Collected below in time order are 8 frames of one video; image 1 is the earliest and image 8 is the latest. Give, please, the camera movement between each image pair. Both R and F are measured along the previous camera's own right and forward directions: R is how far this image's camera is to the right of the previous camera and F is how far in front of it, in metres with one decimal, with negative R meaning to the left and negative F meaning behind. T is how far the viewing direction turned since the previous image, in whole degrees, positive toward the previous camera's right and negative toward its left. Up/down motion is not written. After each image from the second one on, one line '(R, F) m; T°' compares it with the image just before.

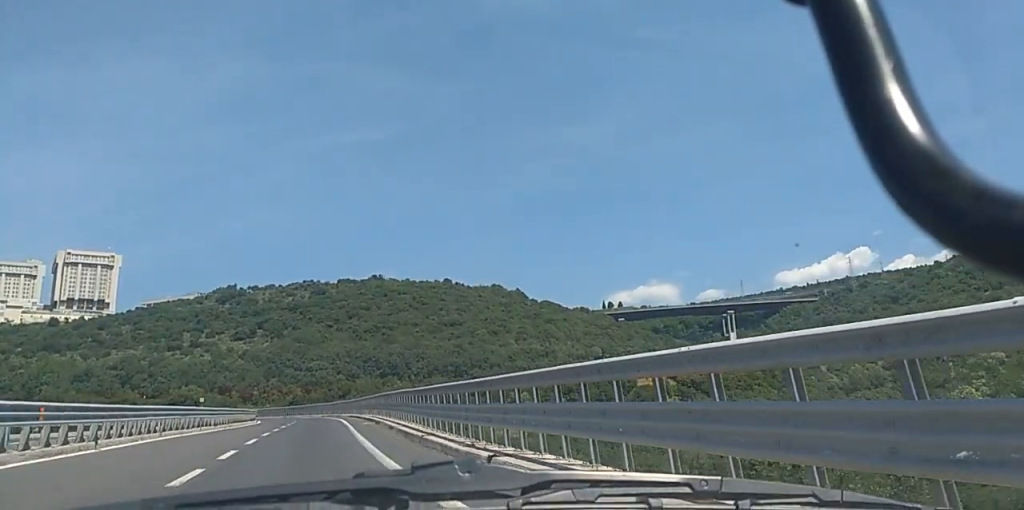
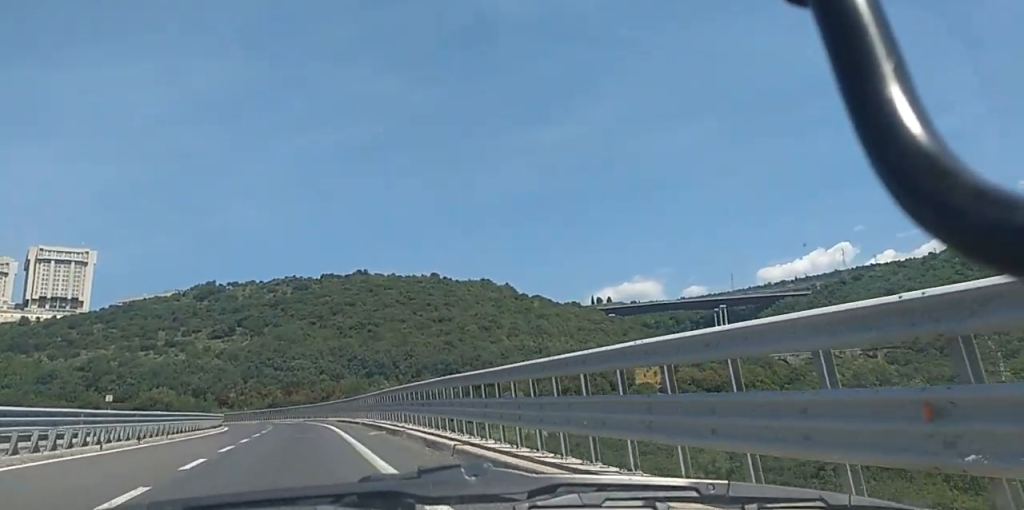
(+0.7, +17.9) m; +2°
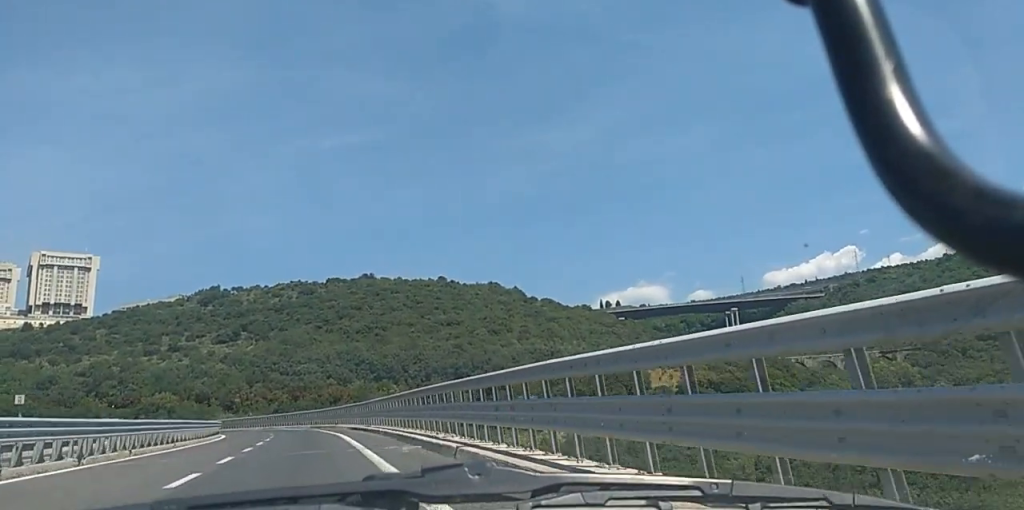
(0.0, +9.6) m; 0°
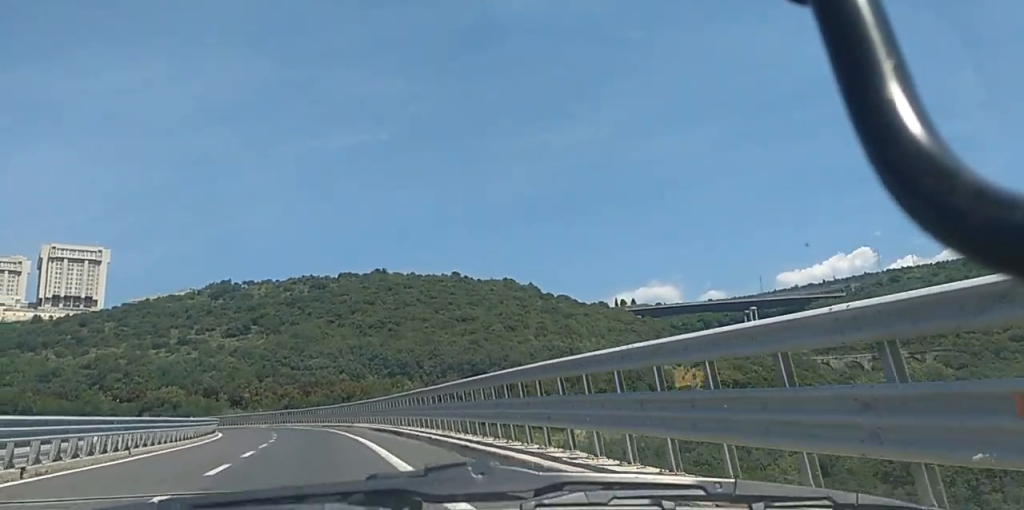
(+0.1, +11.7) m; -1°
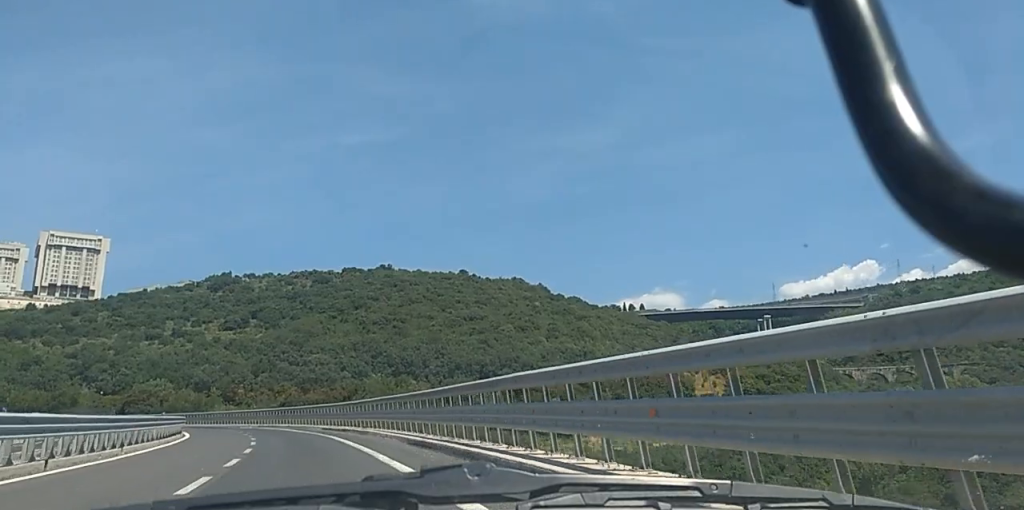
(-0.4, +18.4) m; -1°
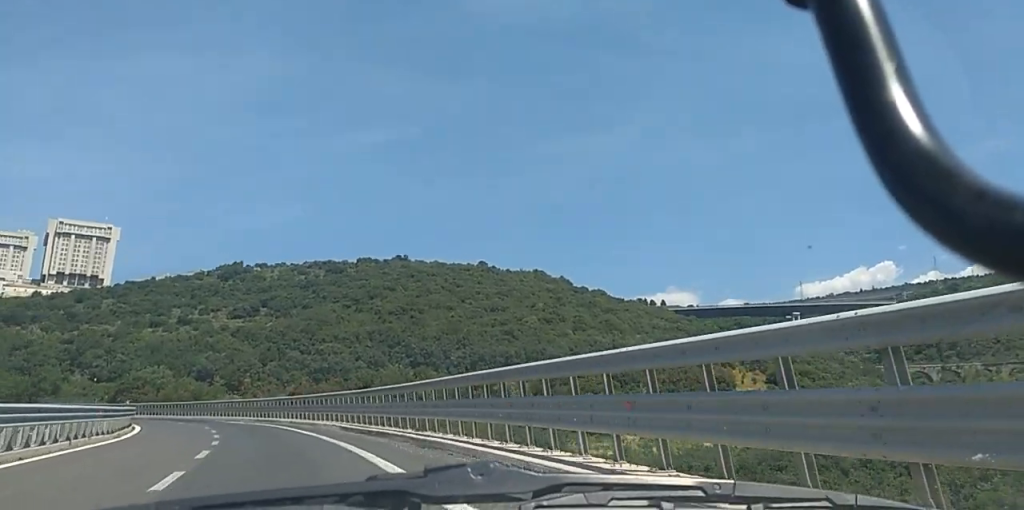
(-0.1, +22.4) m; -1°
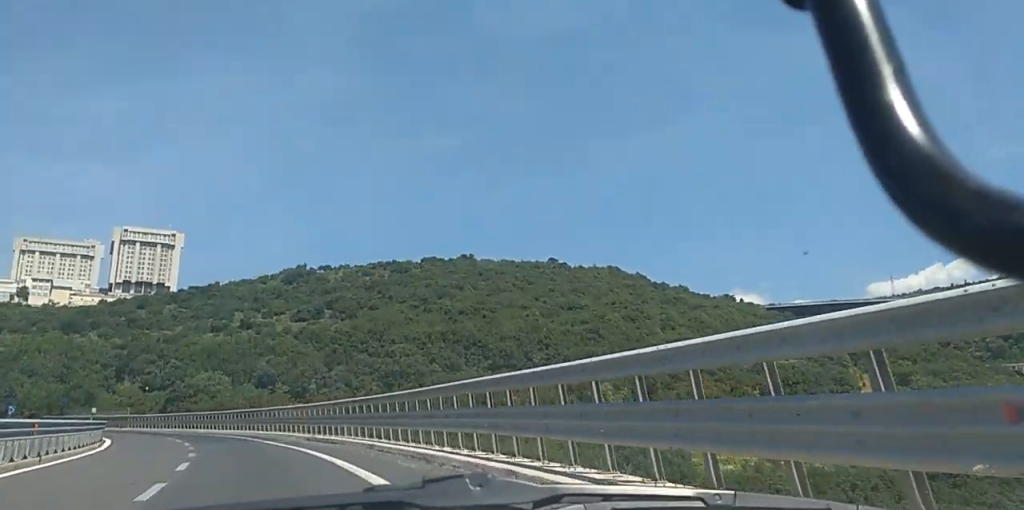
(-1.1, +28.4) m; -5°
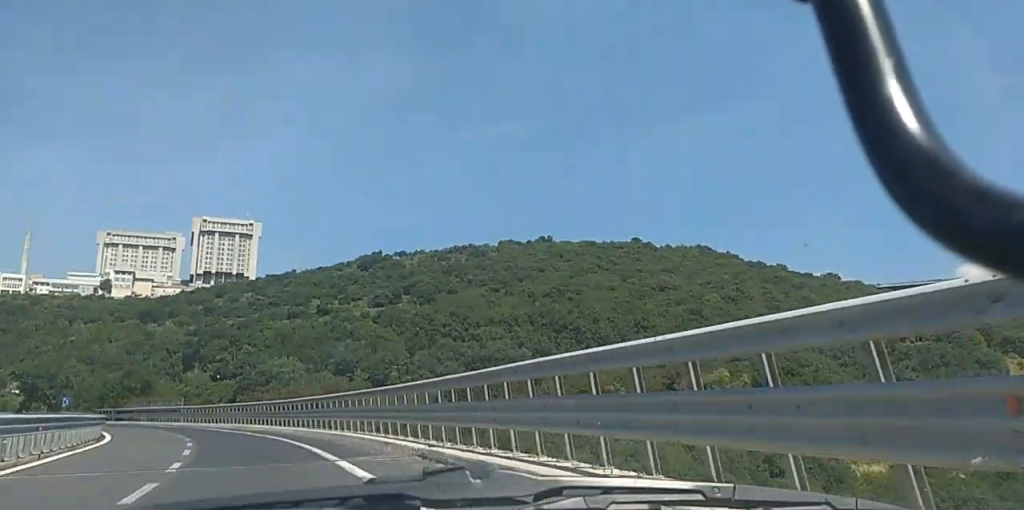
(-0.8, +22.9) m; -5°
